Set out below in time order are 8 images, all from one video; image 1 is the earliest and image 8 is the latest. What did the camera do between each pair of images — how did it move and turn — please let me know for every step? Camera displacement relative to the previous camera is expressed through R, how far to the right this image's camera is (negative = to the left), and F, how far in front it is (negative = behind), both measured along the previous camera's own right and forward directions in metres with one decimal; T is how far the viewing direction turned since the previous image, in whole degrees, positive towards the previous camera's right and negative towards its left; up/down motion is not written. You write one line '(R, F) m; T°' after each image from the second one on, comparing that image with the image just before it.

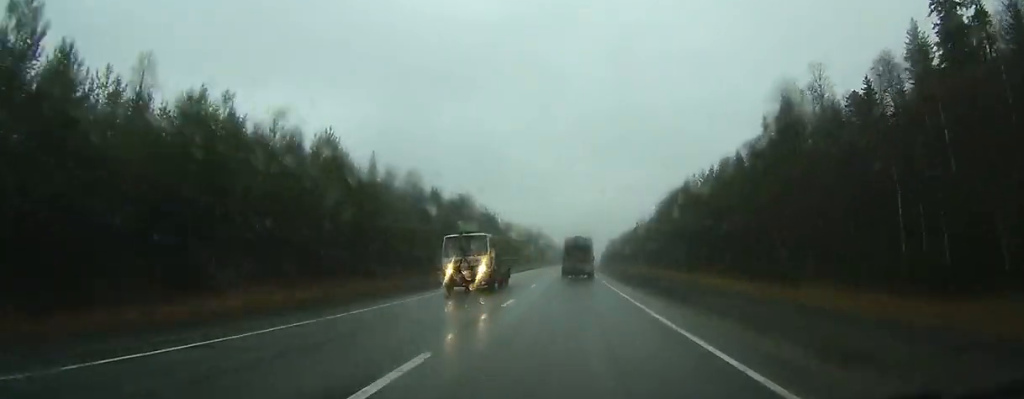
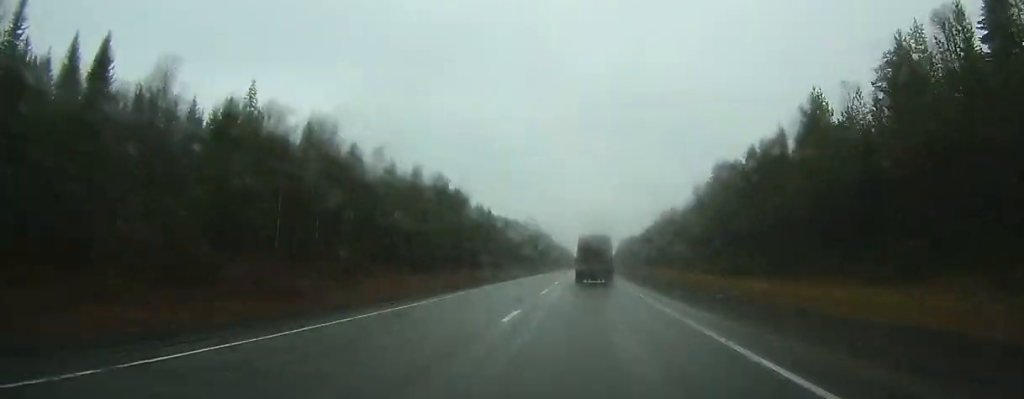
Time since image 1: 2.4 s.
(0.0, +60.7) m; 0°
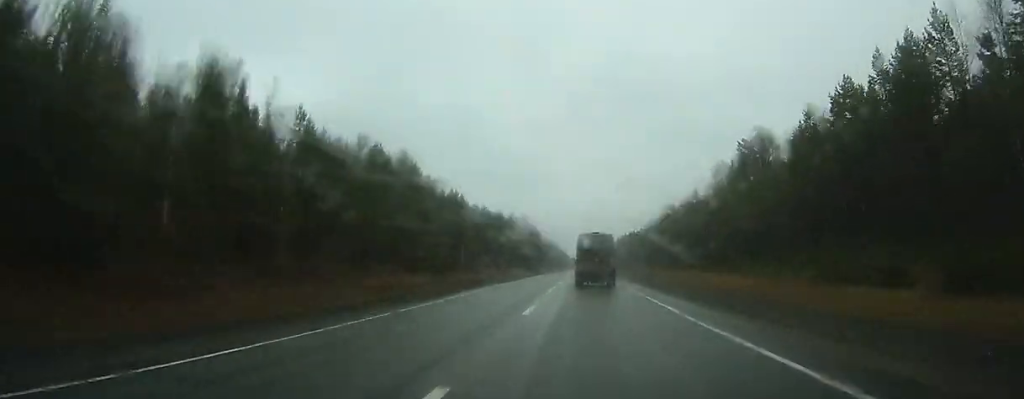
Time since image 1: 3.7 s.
(0.0, +29.5) m; +1°
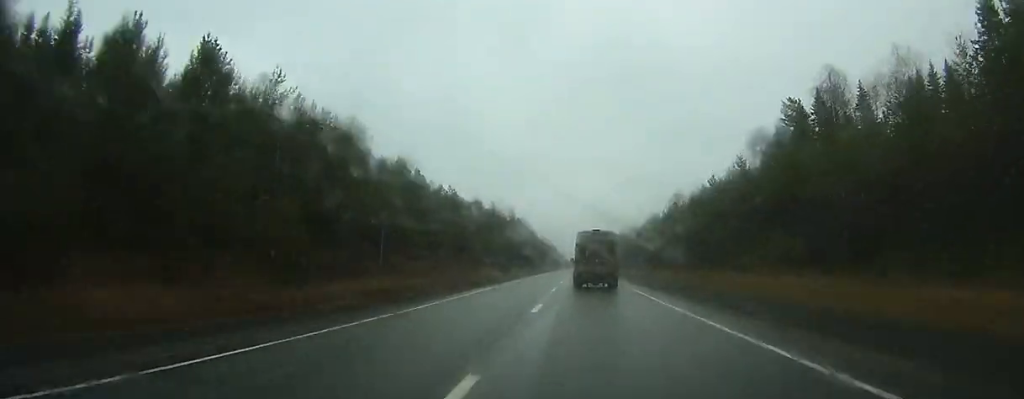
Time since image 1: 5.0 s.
(+0.1, +30.0) m; +1°
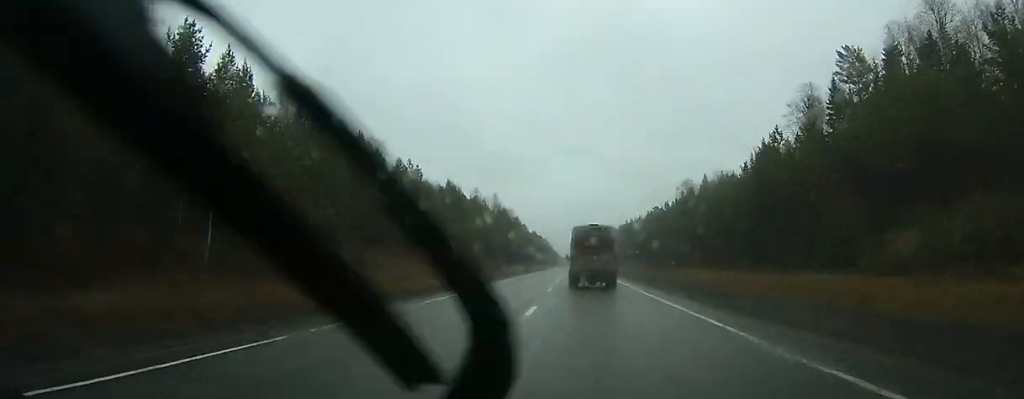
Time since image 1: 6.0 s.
(+1.0, +21.5) m; 0°
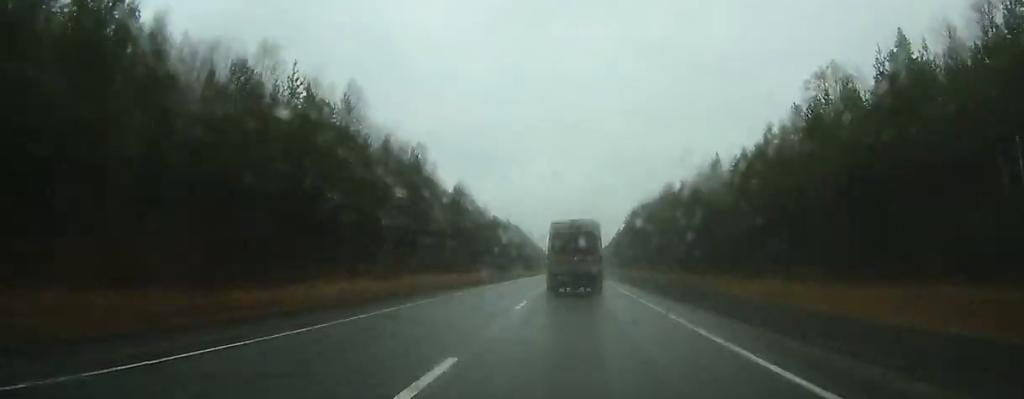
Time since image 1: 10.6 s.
(-4.4, +118.2) m; -3°
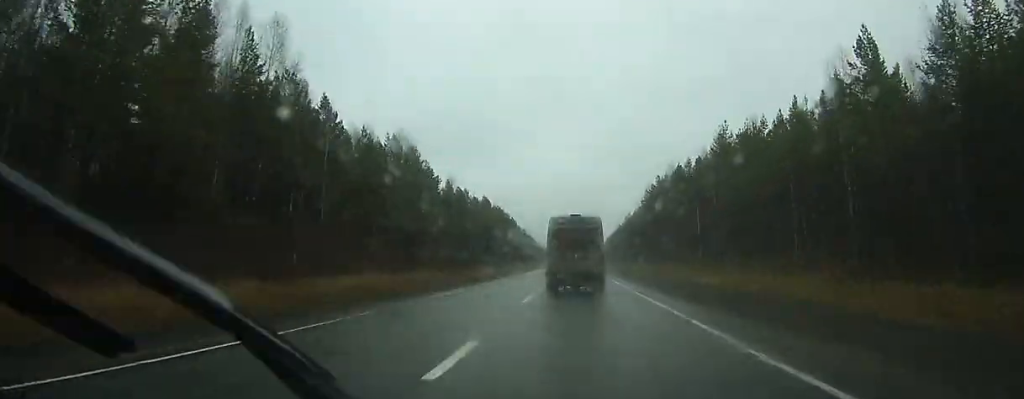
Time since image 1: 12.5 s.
(+0.7, +54.0) m; +1°
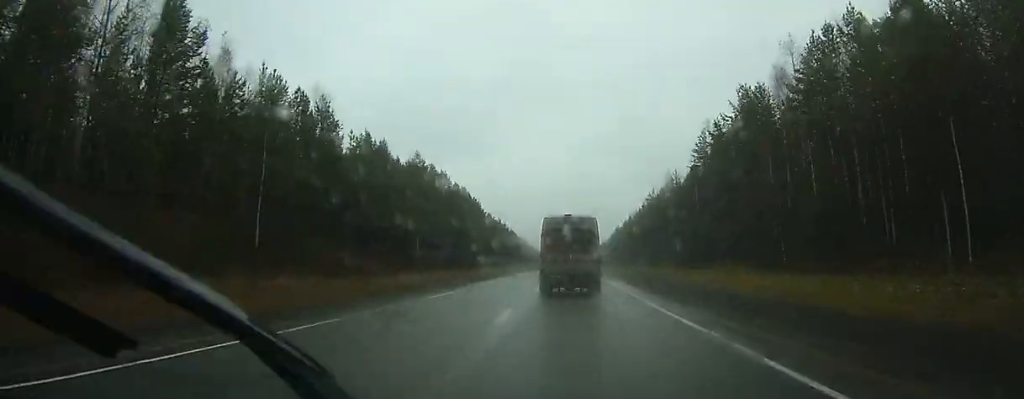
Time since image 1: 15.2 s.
(+0.8, +72.7) m; +1°
